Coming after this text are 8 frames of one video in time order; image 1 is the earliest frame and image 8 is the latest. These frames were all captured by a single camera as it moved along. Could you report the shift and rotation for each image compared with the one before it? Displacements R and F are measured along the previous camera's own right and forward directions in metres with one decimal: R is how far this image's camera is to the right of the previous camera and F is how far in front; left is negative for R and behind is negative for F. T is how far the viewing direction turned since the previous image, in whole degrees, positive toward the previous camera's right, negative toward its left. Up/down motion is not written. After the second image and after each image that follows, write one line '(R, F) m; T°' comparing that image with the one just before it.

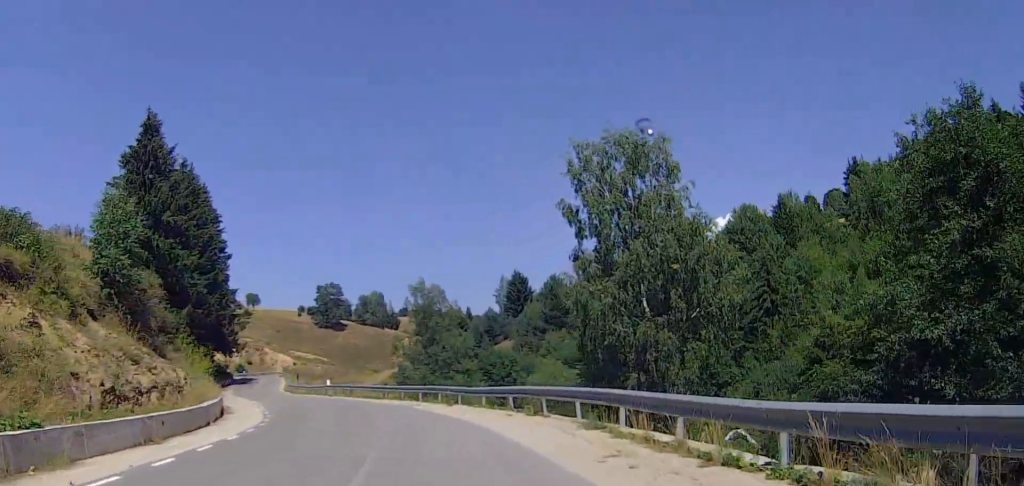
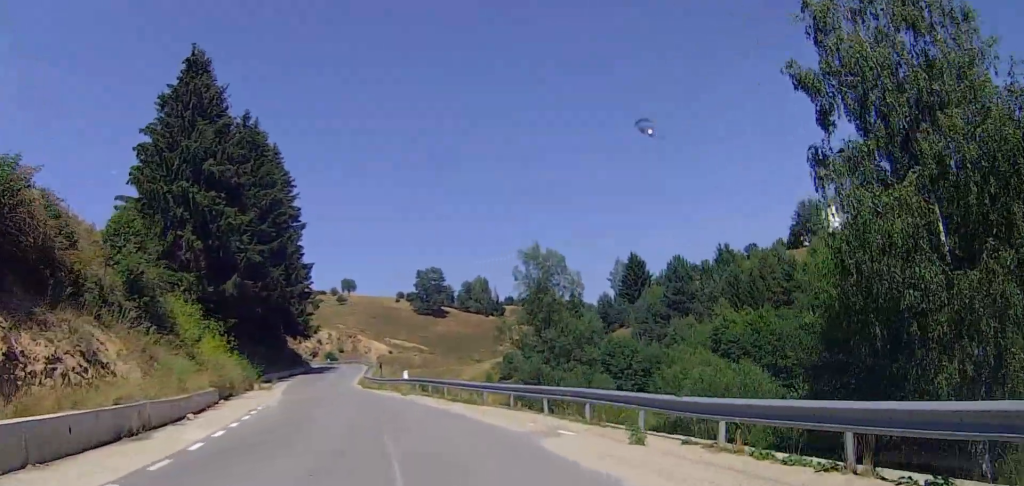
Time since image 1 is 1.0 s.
(+0.4, +14.9) m; -6°
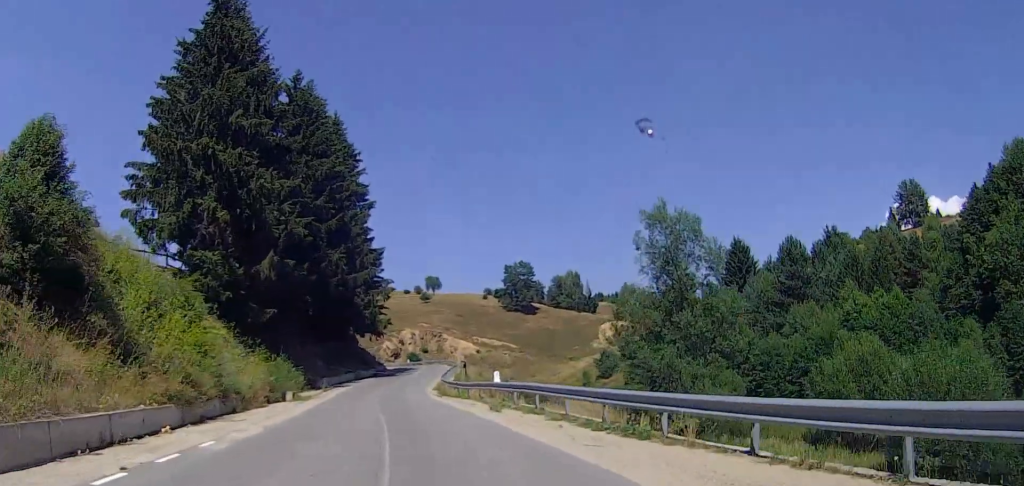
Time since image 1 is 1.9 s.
(-1.2, +12.9) m; -10°
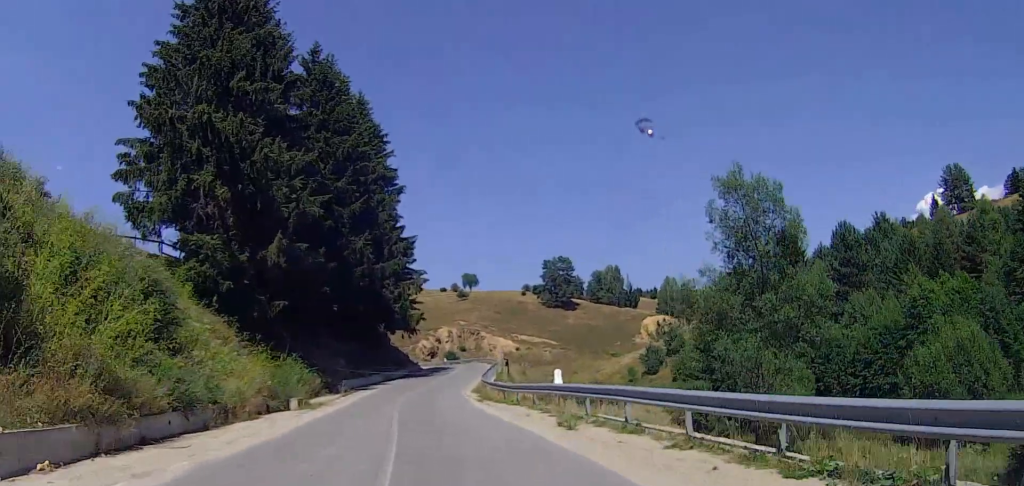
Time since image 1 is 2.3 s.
(-0.6, +6.4) m; -2°
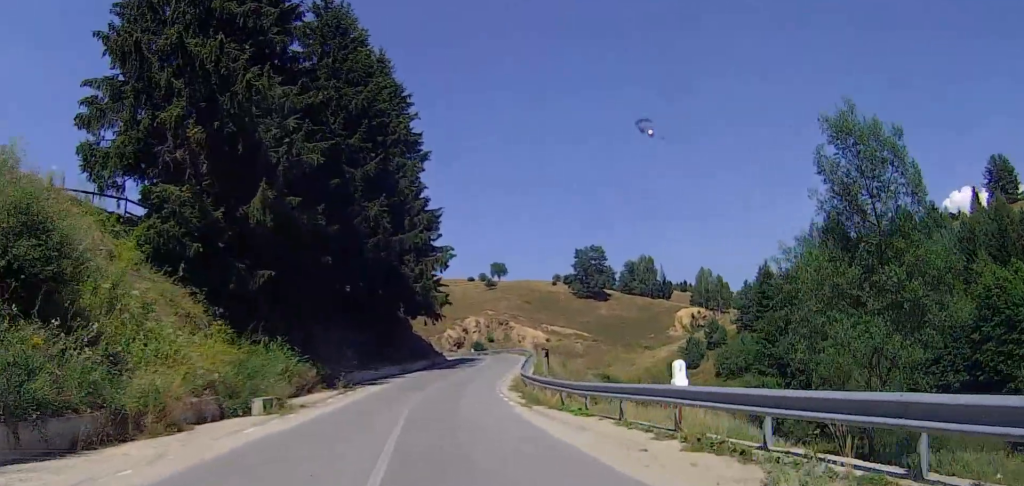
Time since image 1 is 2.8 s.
(-0.5, +8.6) m; -2°
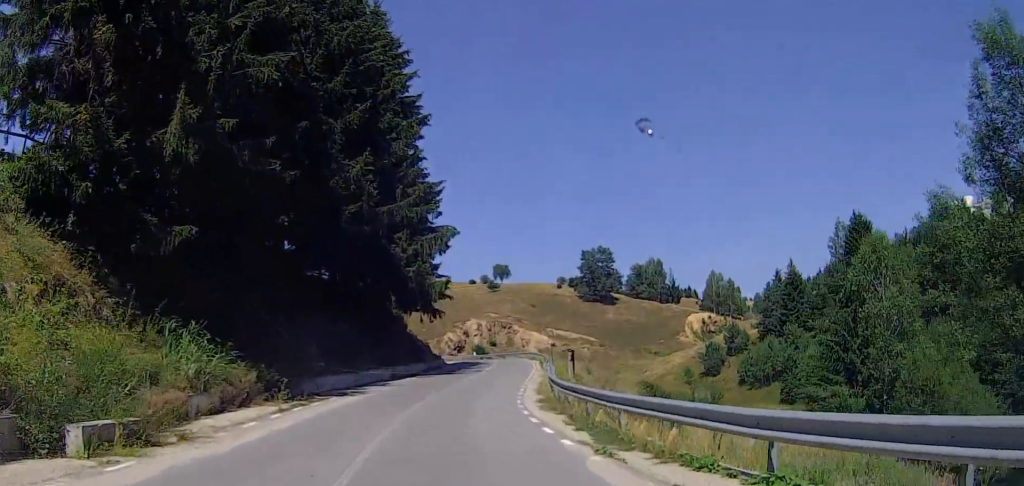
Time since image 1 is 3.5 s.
(+0.4, +10.2) m; -1°
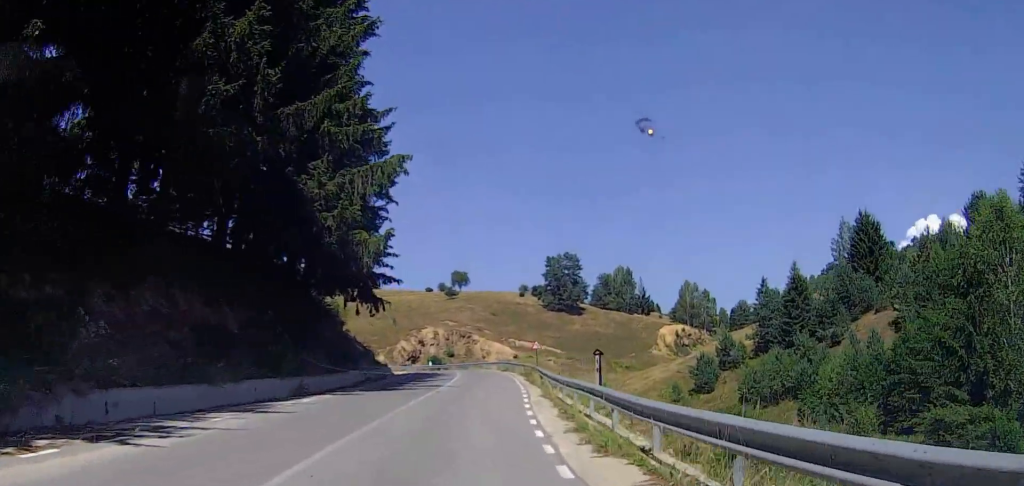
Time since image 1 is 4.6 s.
(-0.6, +15.7) m; +1°
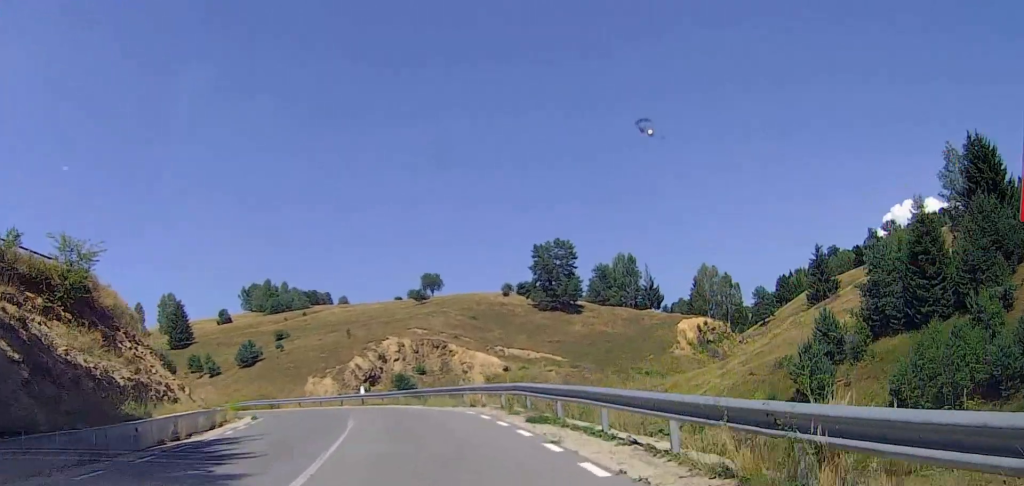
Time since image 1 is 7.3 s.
(+2.2, +39.9) m; +3°
